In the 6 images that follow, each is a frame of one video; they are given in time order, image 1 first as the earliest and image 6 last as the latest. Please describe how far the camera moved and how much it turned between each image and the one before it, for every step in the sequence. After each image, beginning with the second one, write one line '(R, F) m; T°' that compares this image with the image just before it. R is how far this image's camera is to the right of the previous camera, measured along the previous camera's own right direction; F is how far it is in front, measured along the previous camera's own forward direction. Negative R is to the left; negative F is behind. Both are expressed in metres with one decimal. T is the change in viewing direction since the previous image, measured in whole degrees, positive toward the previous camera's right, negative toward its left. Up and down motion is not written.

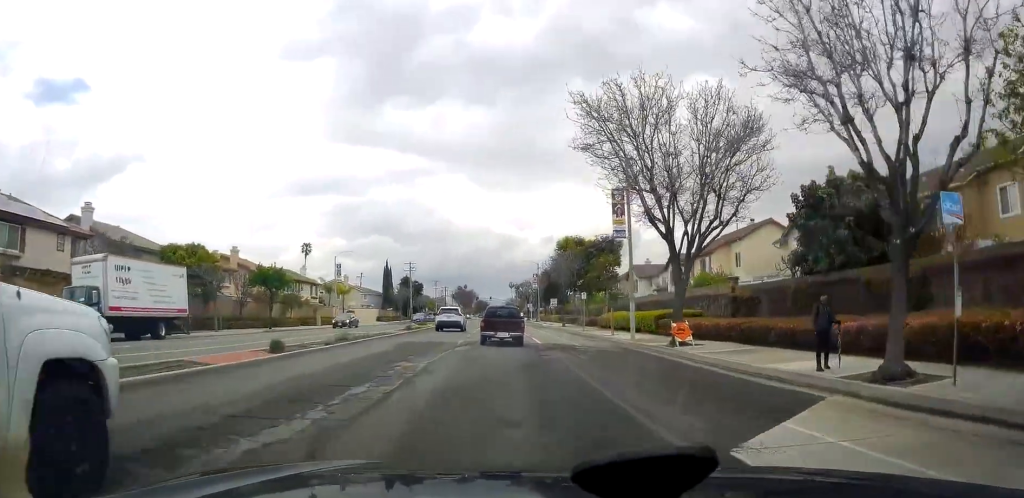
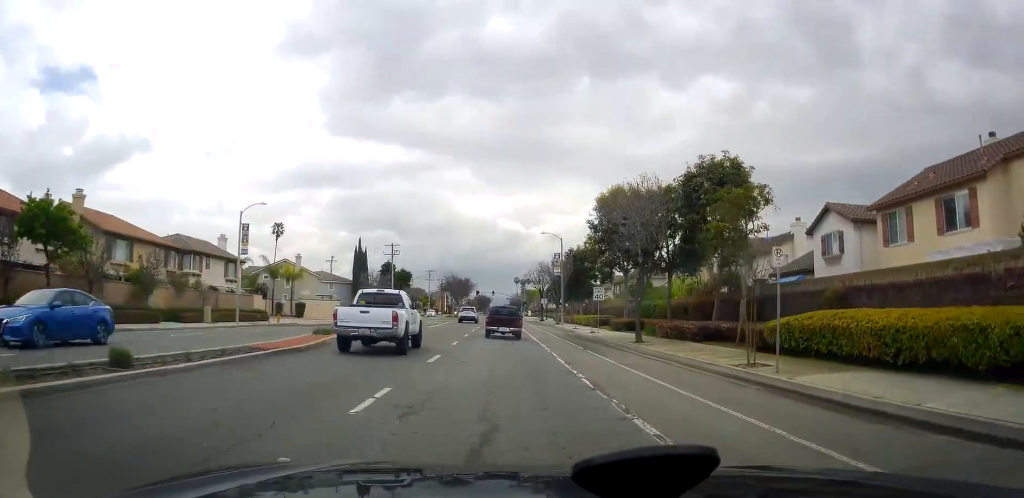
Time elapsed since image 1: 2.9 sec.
(+0.1, +31.7) m; +3°
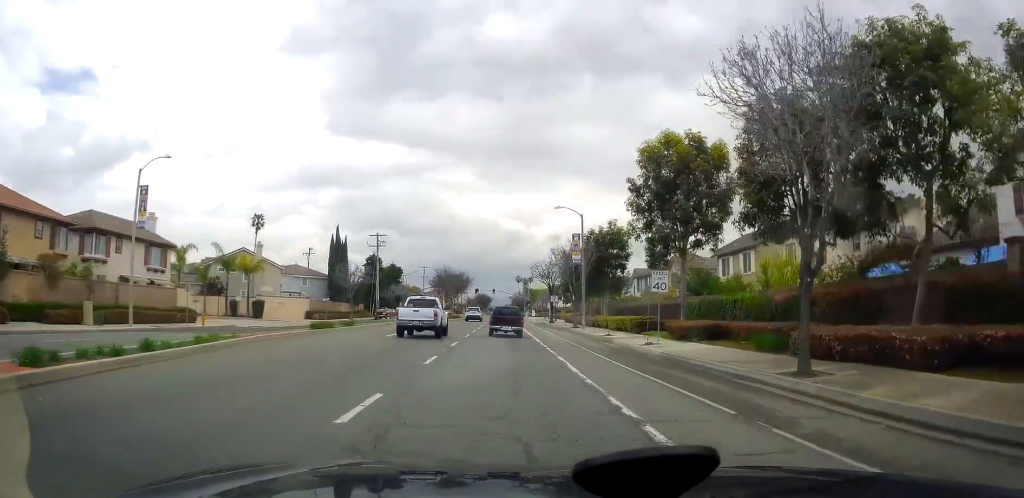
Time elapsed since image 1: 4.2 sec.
(-0.1, +15.1) m; -4°
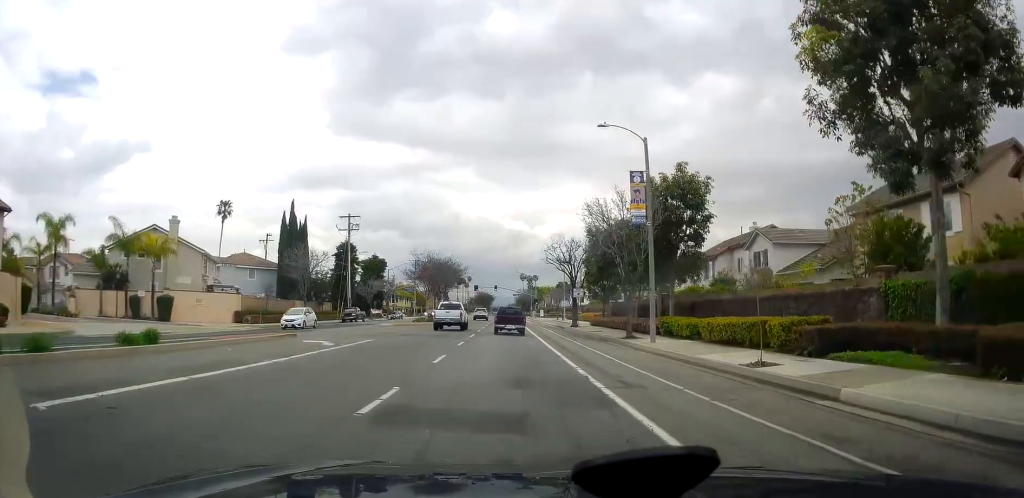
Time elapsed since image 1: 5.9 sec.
(-0.3, +20.9) m; +1°
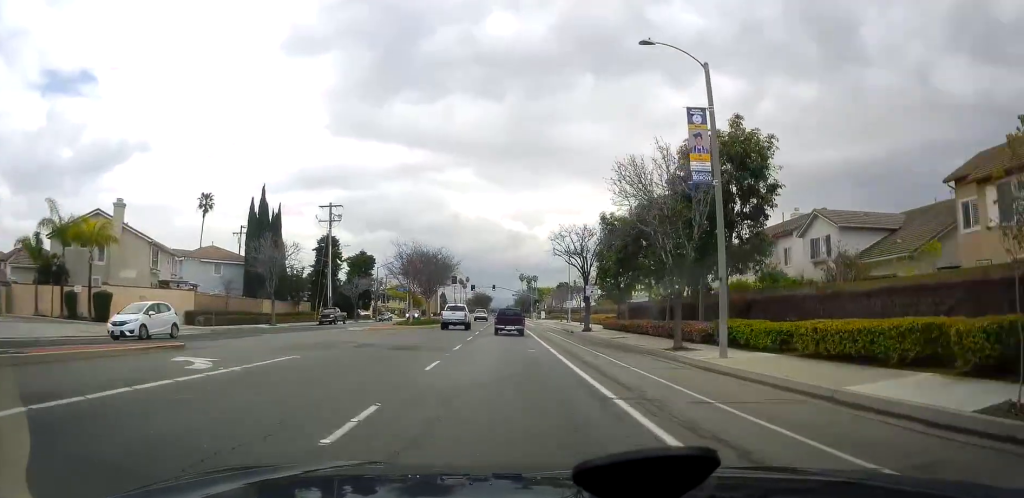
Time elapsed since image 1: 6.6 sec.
(0.0, +8.9) m; 0°
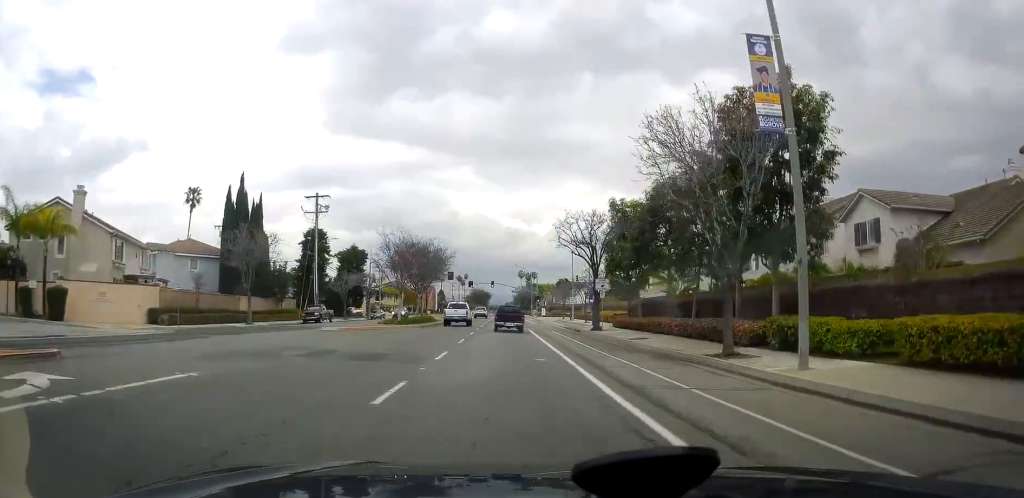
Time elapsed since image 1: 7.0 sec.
(0.0, +5.1) m; 0°
